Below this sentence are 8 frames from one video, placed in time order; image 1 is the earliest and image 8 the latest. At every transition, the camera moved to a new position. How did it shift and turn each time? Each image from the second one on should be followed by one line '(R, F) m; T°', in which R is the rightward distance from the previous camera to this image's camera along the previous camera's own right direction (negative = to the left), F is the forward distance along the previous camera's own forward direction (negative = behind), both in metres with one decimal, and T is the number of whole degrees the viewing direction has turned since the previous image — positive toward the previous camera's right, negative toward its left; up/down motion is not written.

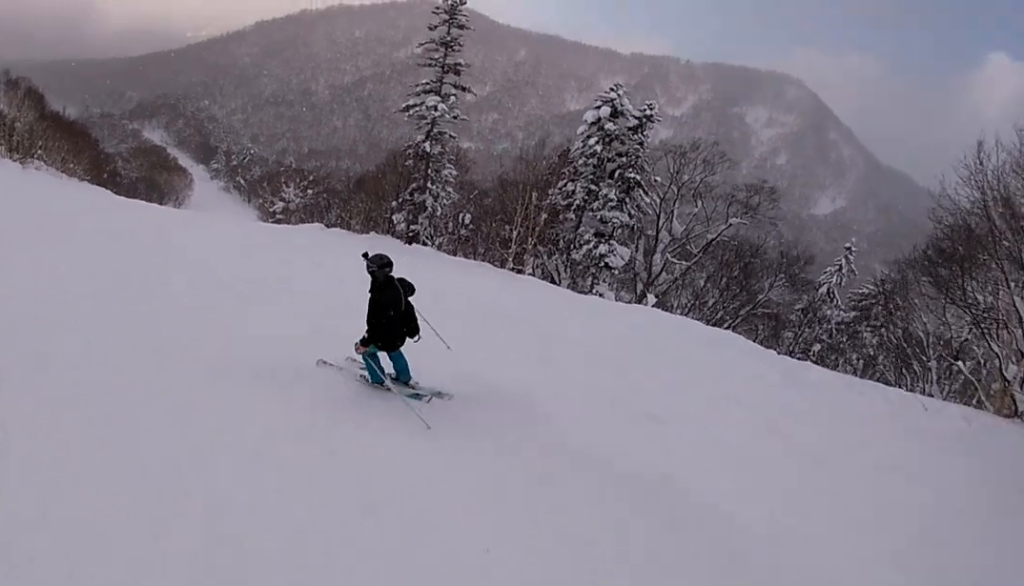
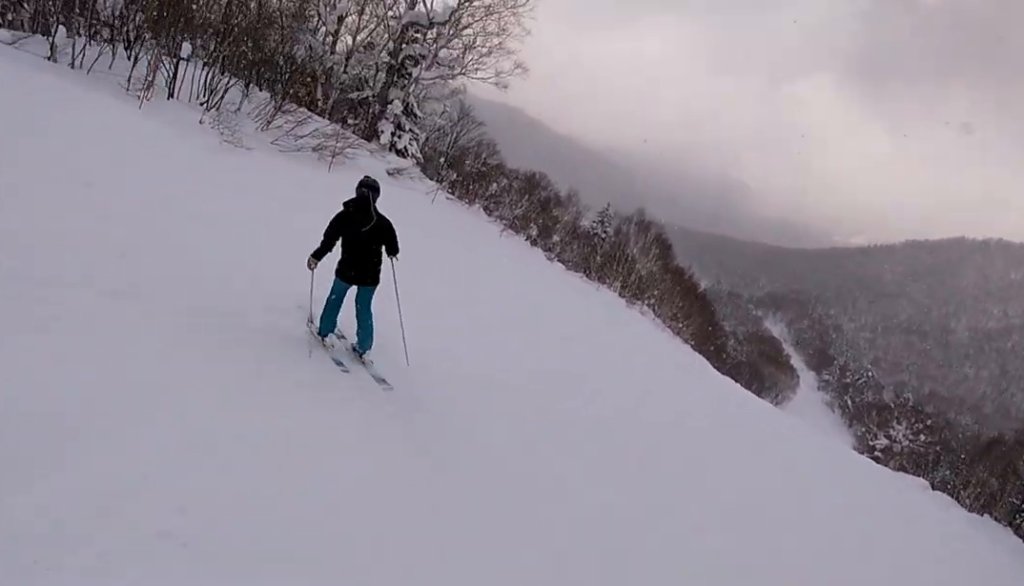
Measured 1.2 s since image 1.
(-3.5, +4.8) m; -48°
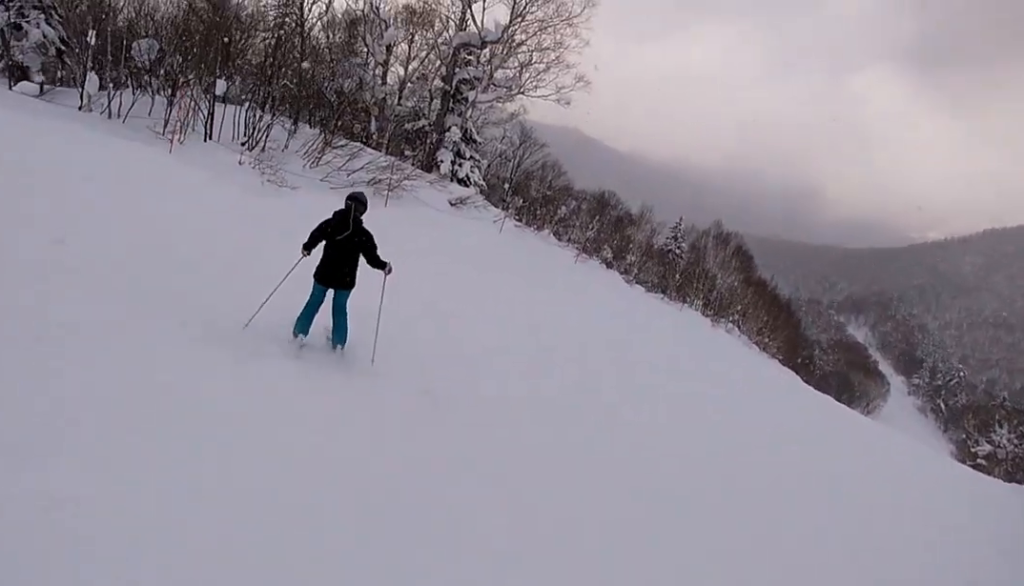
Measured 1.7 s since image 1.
(-0.4, +2.5) m; -10°
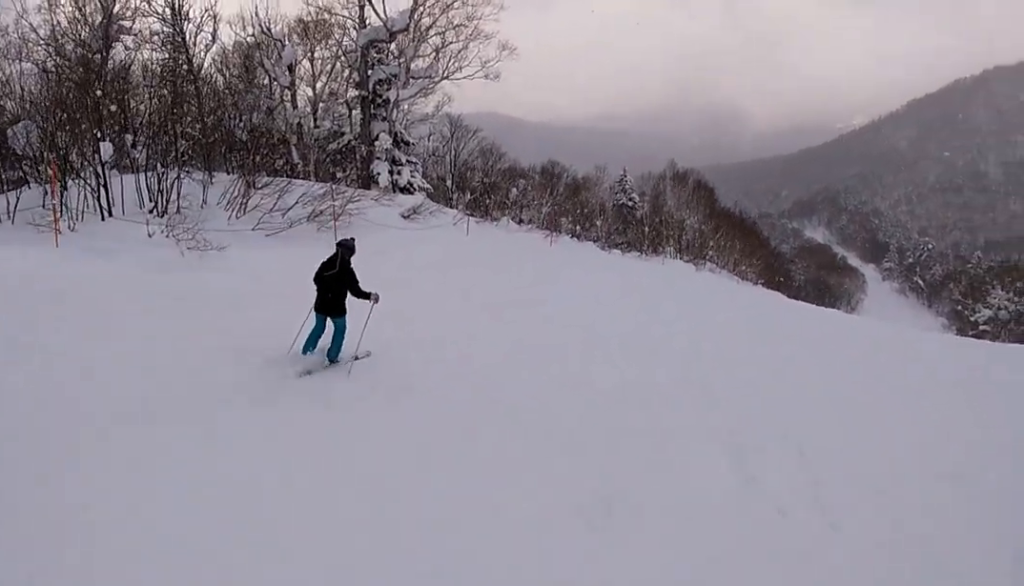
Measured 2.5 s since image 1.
(-0.6, +4.4) m; +10°
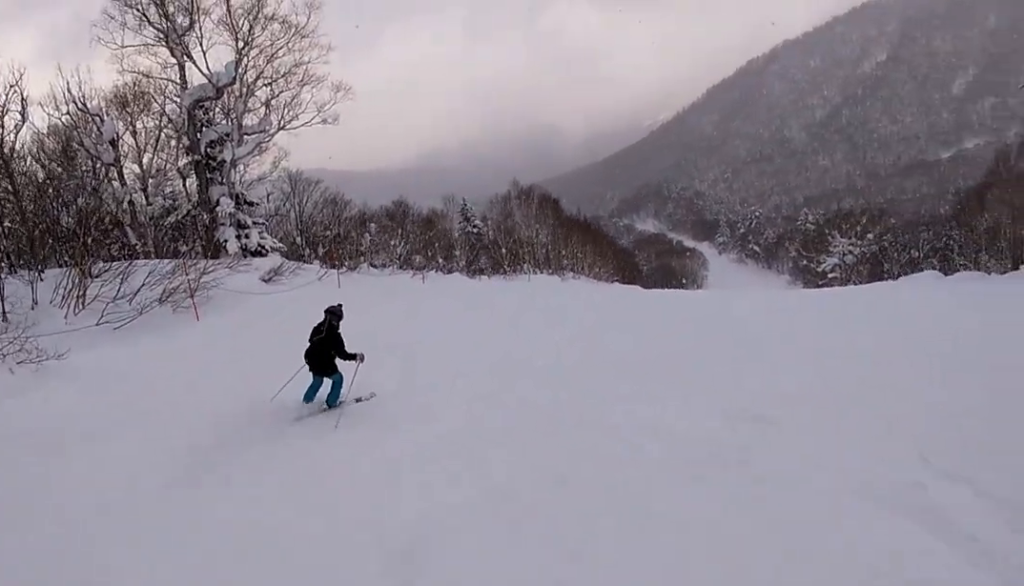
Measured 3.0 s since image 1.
(-0.5, +2.6) m; +16°
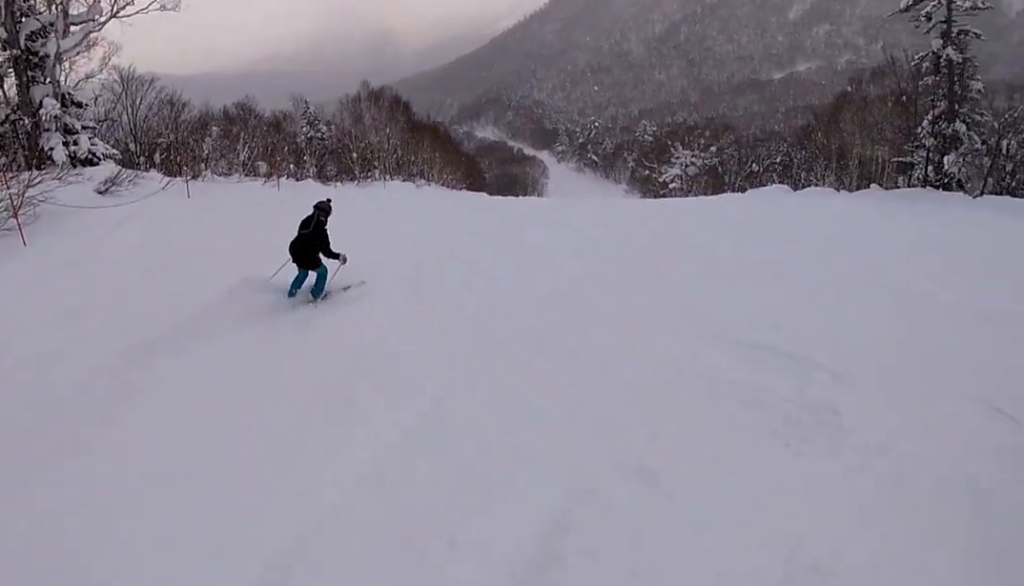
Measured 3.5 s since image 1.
(+1.2, +2.1) m; +16°
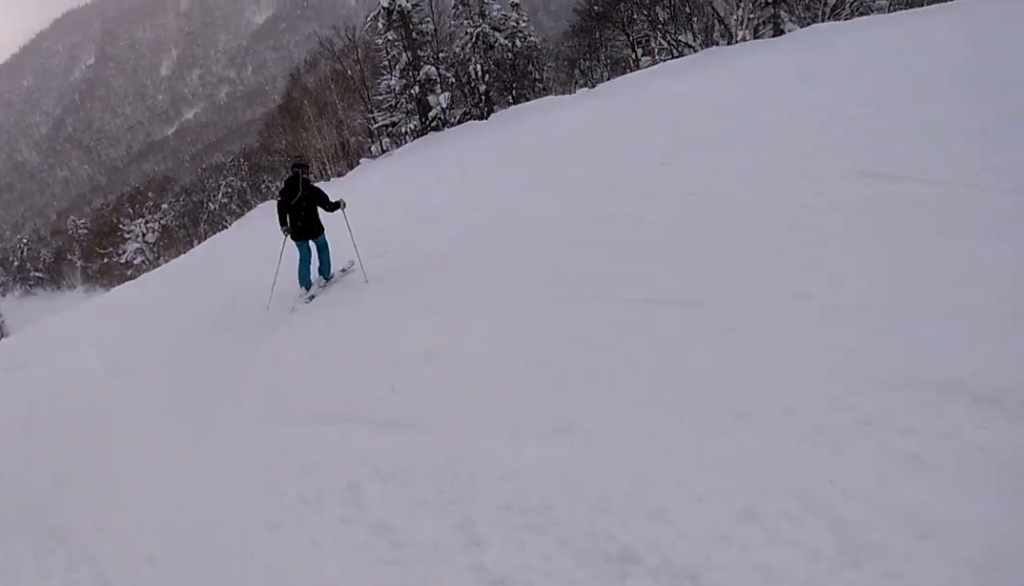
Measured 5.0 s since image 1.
(+2.8, +8.3) m; +46°
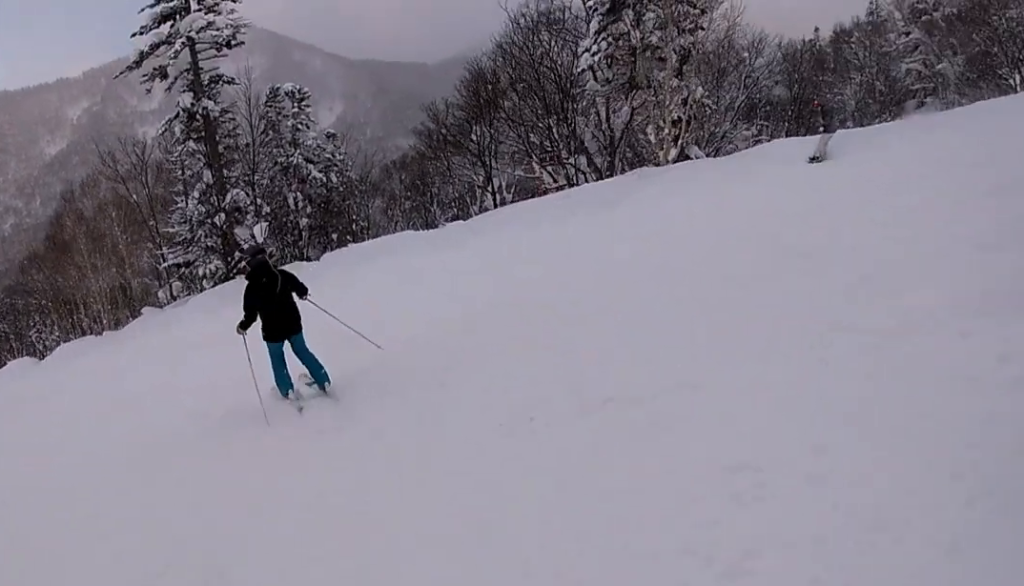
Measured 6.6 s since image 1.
(+3.0, +9.0) m; +2°
